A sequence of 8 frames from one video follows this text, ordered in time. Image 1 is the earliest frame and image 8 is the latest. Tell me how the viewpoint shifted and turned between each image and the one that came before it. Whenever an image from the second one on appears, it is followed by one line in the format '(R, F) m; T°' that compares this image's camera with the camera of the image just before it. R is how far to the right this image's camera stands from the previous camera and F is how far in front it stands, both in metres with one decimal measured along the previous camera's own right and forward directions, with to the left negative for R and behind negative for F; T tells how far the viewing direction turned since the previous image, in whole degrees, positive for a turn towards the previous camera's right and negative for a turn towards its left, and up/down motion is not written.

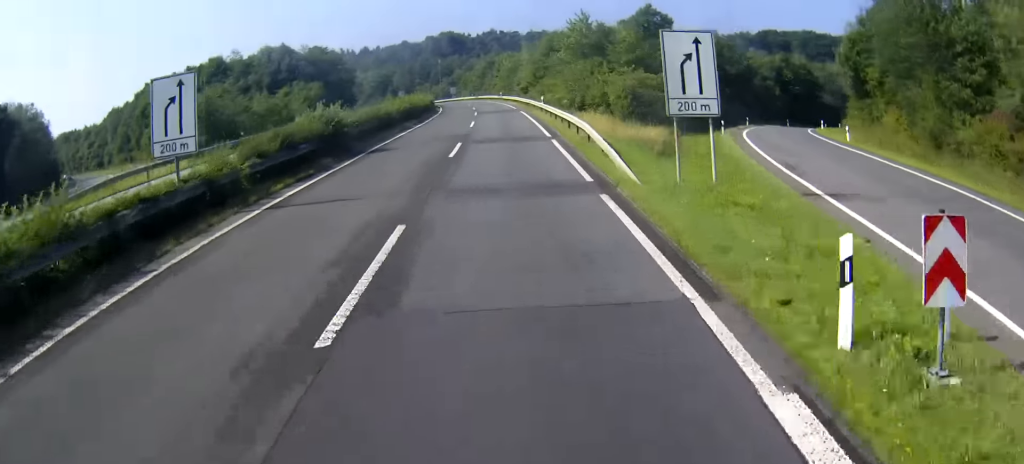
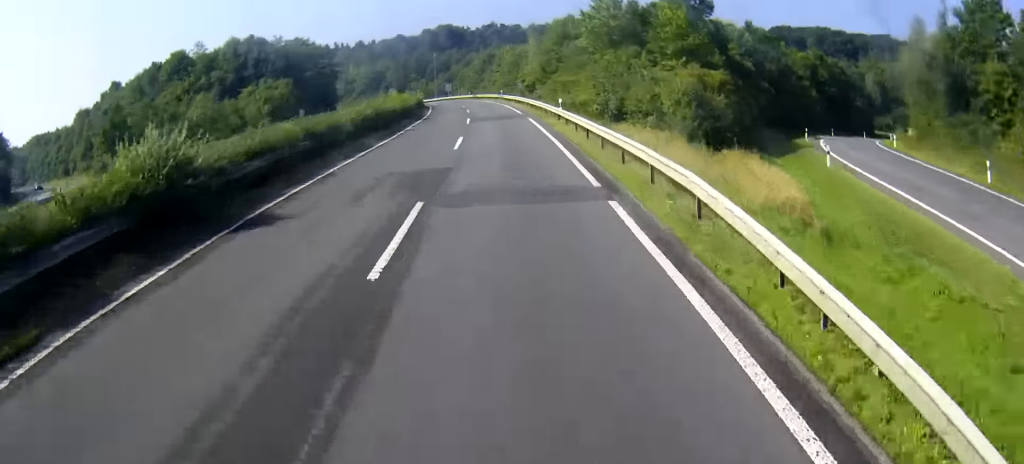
(0.0, +15.7) m; 0°
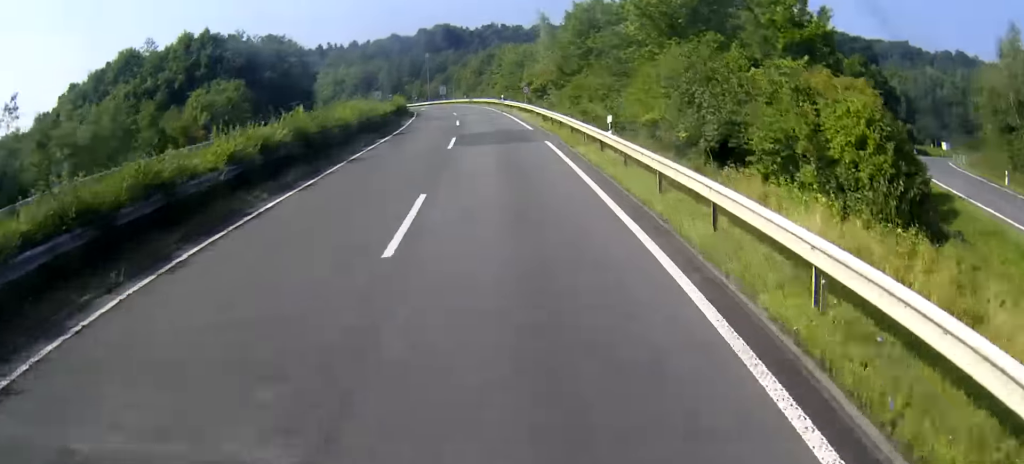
(0.0, +17.1) m; 0°
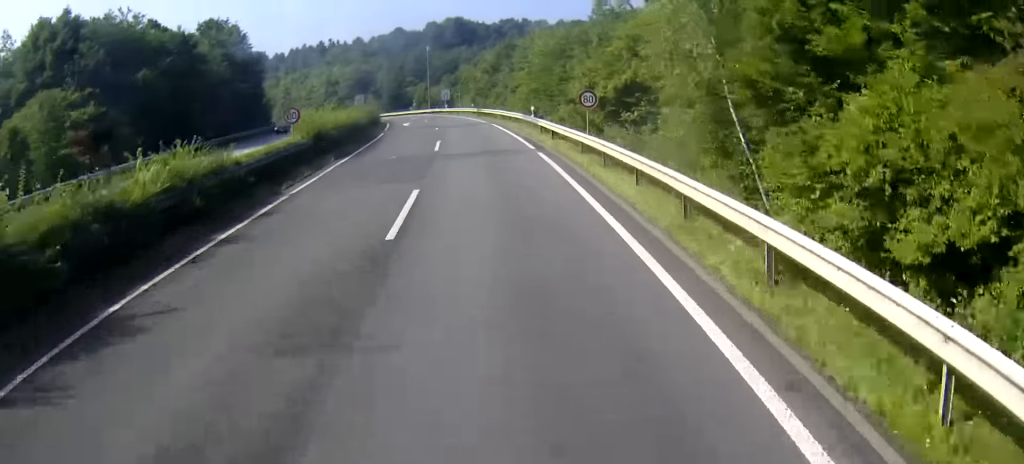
(-1.5, +34.3) m; -5°
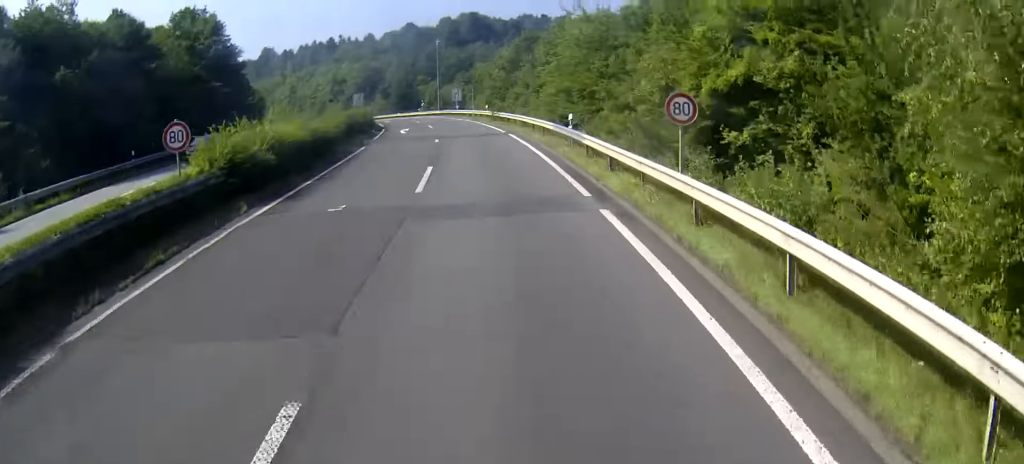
(-0.1, +12.6) m; 0°
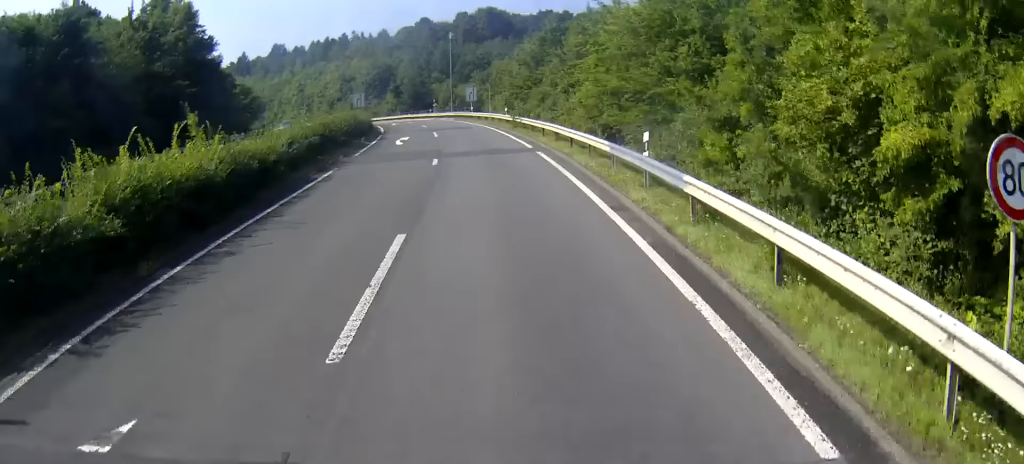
(0.0, +11.0) m; 0°
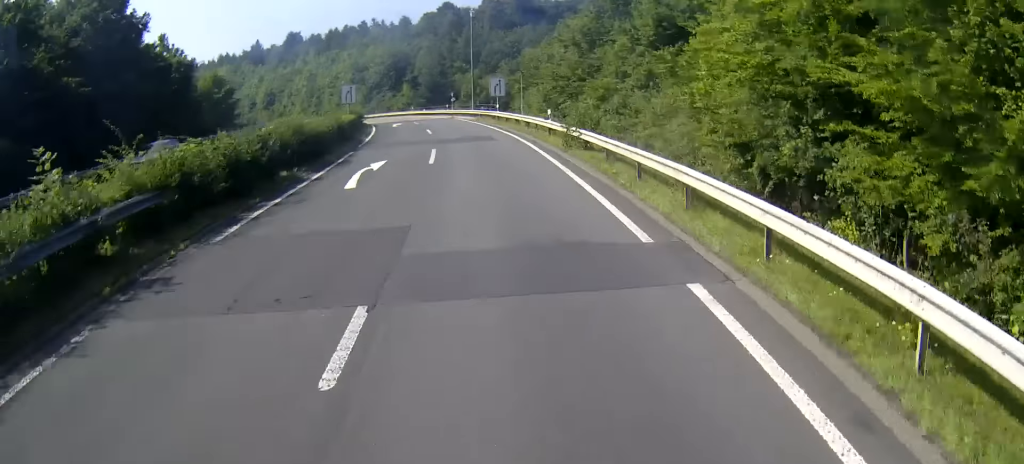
(0.0, +18.8) m; 0°
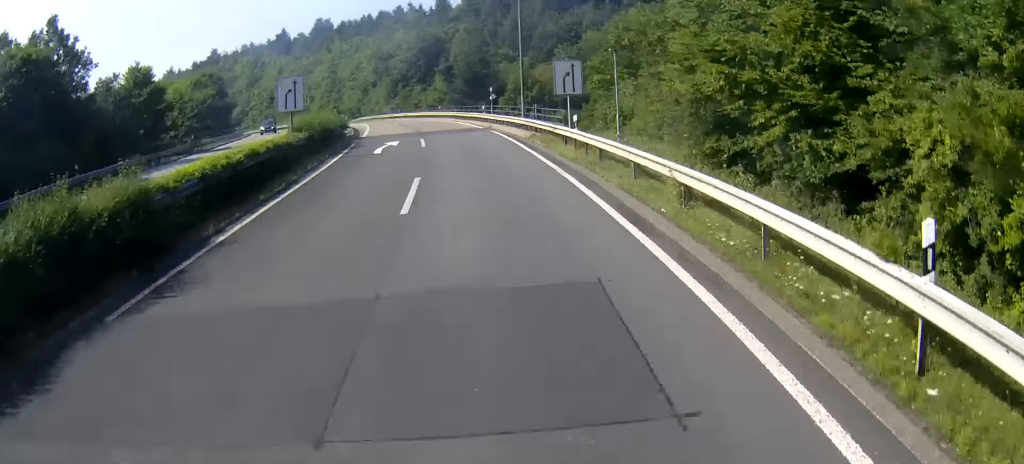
(0.0, +27.7) m; 0°
